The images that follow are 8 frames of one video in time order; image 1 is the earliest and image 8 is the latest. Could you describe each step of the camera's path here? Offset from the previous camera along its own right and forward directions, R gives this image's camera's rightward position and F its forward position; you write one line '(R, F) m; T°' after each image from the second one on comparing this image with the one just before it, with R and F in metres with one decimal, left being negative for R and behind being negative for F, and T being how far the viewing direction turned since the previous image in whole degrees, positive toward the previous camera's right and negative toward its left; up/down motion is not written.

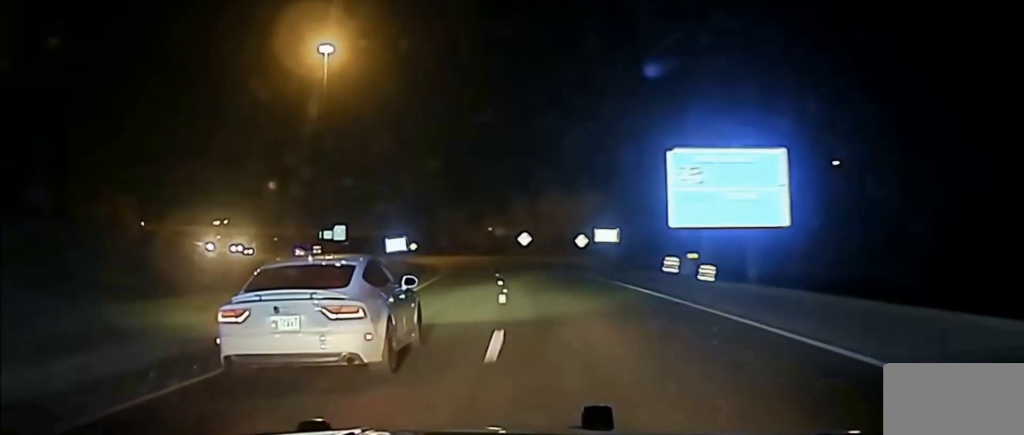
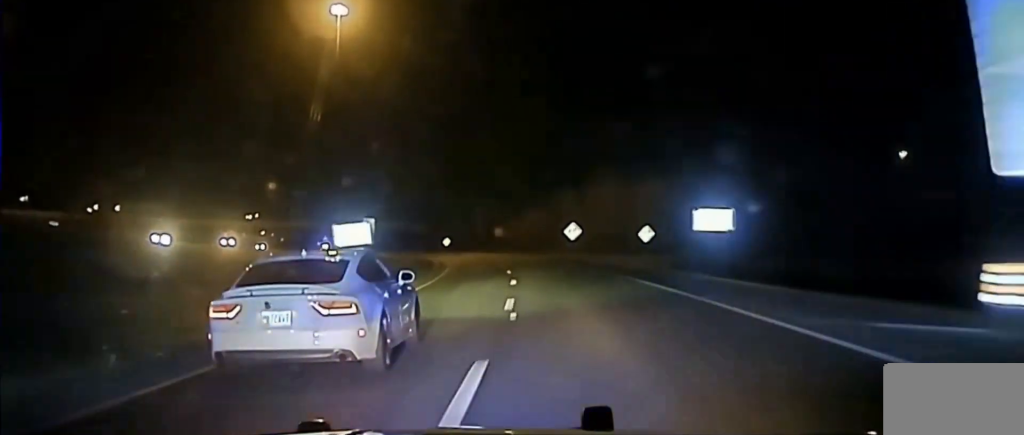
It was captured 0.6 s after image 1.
(-1.1, +25.4) m; -3°
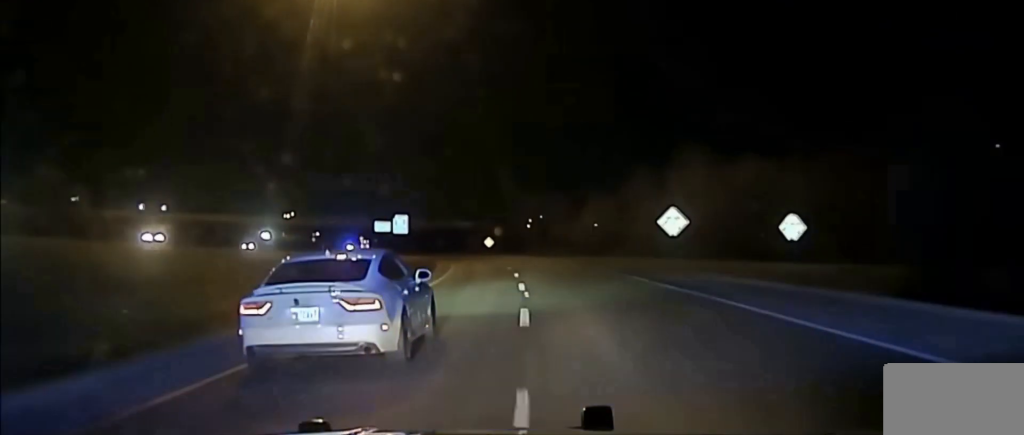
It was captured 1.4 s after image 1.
(-1.5, +35.4) m; -4°
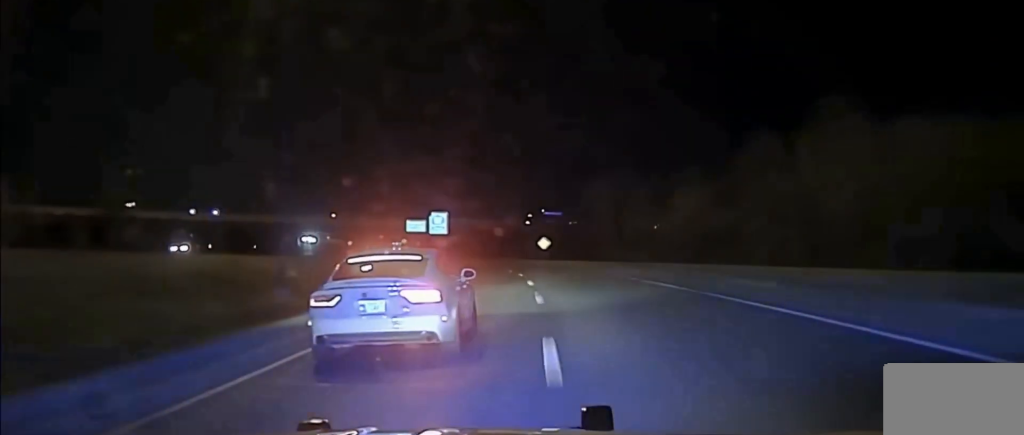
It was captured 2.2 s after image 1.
(-1.3, +37.9) m; -4°
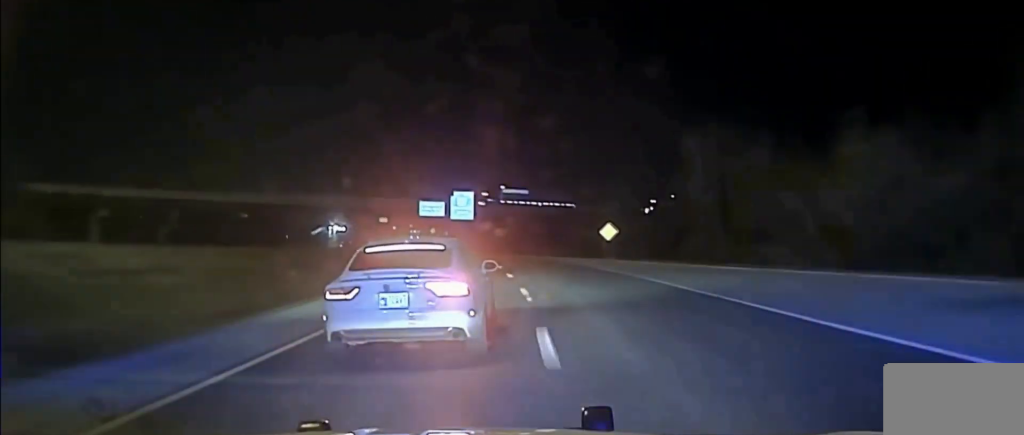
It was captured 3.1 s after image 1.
(-1.3, +45.6) m; -4°
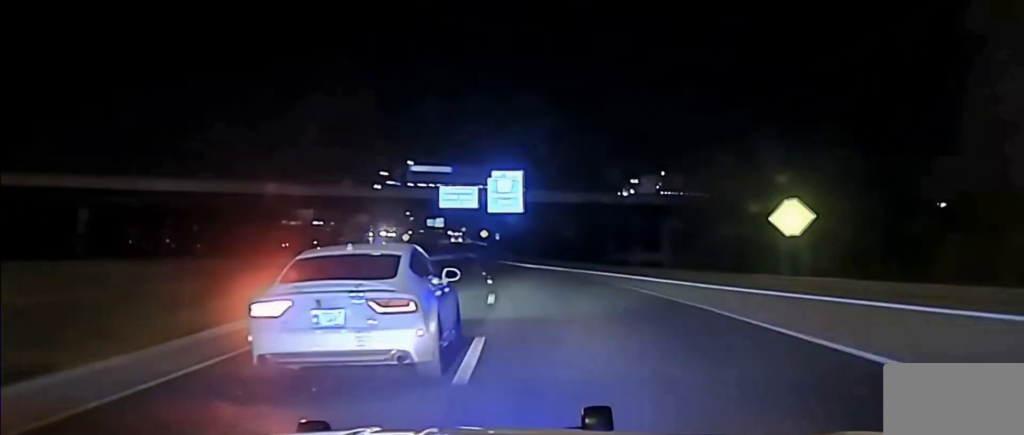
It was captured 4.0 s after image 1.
(-1.5, +47.3) m; -3°
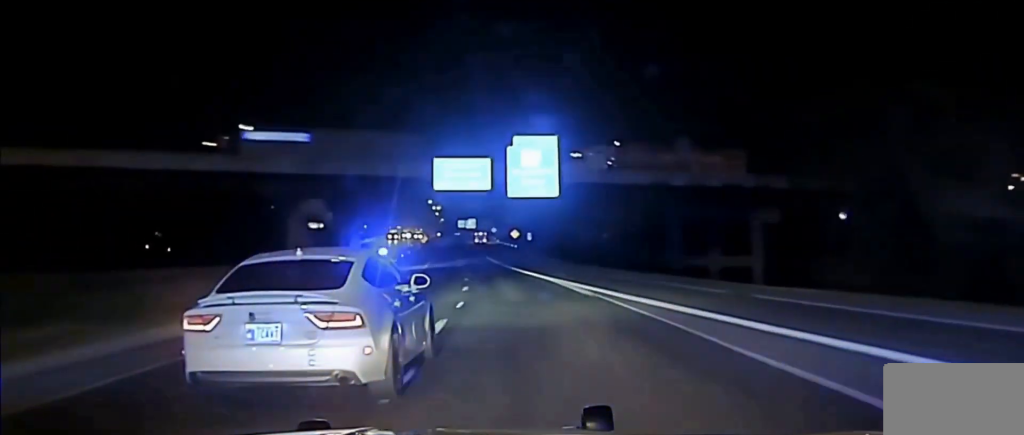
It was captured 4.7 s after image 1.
(-0.6, +35.5) m; -3°
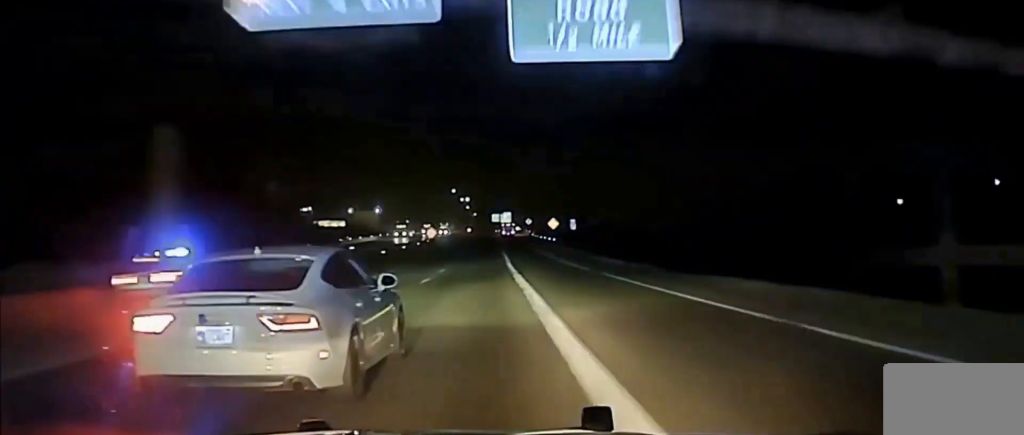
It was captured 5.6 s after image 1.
(-1.8, +48.6) m; -4°
